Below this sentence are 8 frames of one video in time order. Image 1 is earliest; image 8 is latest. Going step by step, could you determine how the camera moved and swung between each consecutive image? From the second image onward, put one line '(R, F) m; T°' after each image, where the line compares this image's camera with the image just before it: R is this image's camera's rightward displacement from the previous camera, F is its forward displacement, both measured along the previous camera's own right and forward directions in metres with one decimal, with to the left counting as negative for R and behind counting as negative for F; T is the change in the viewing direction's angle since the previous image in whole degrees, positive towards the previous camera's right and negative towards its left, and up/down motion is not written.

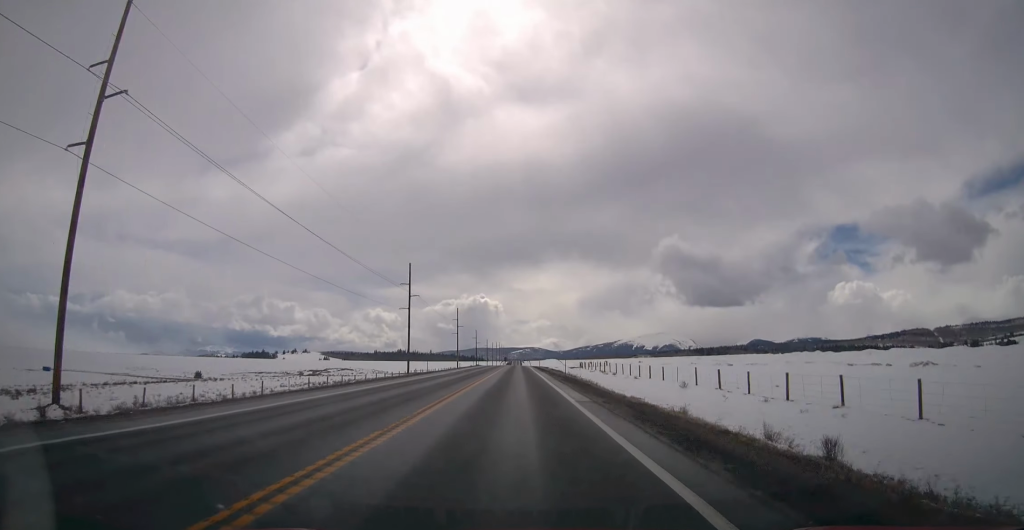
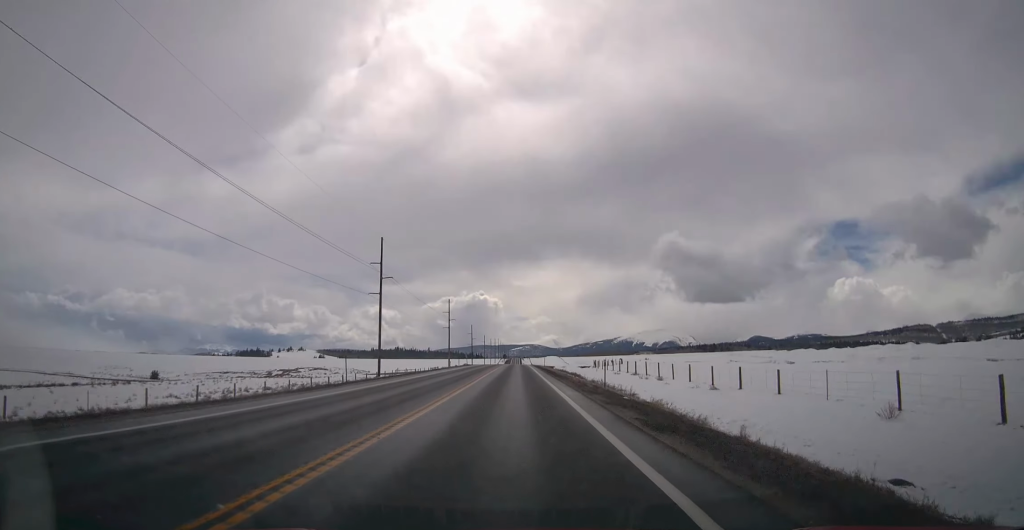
(+0.4, +23.3) m; 0°
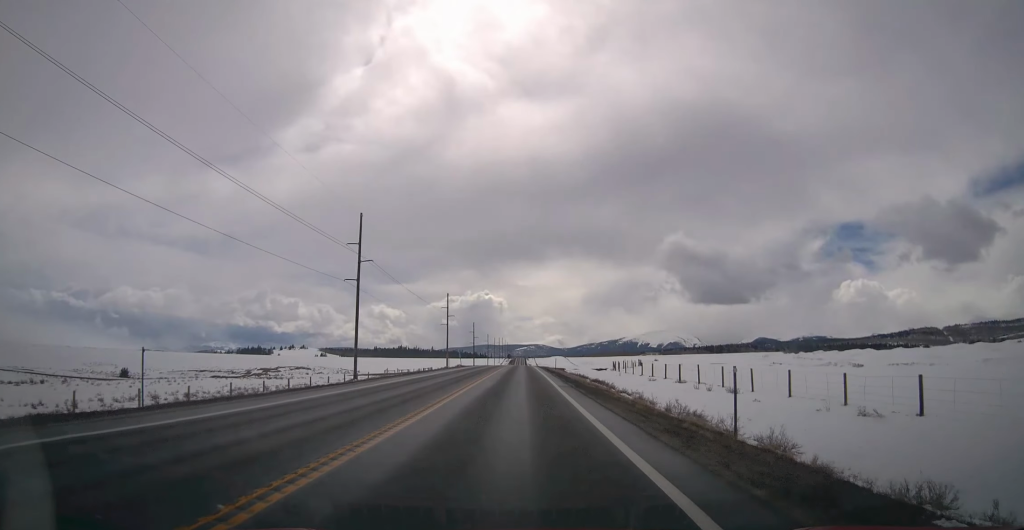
(0.0, +16.5) m; 0°
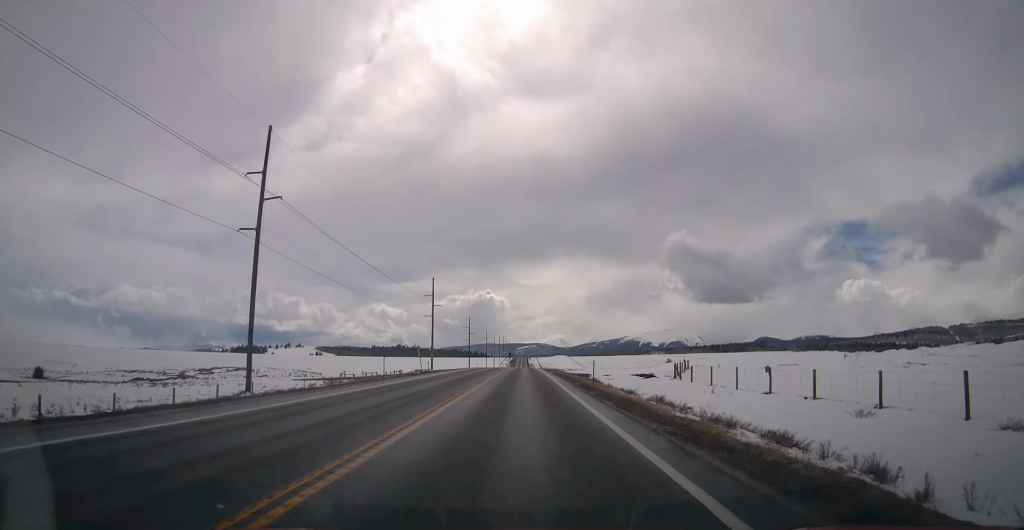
(-0.6, +30.7) m; -1°
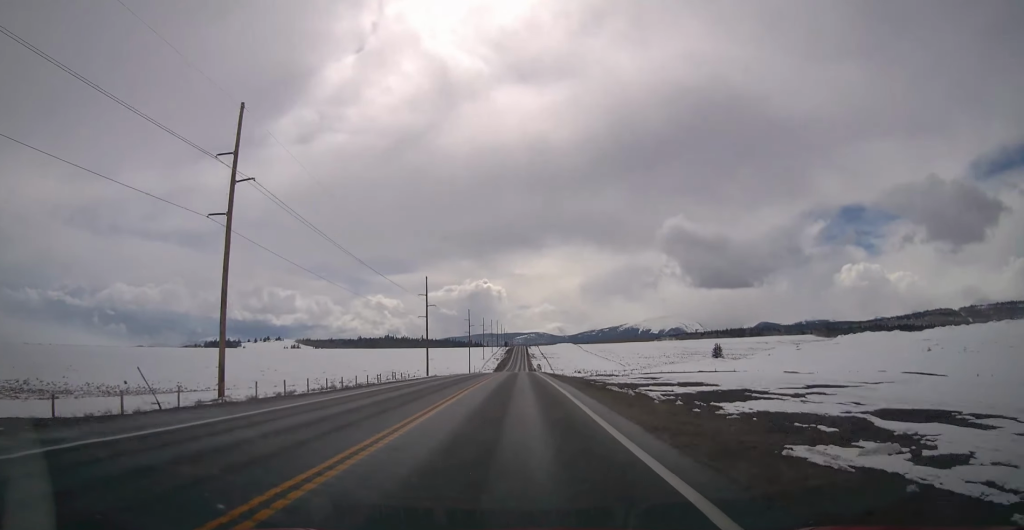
(+0.6, +96.5) m; +1°
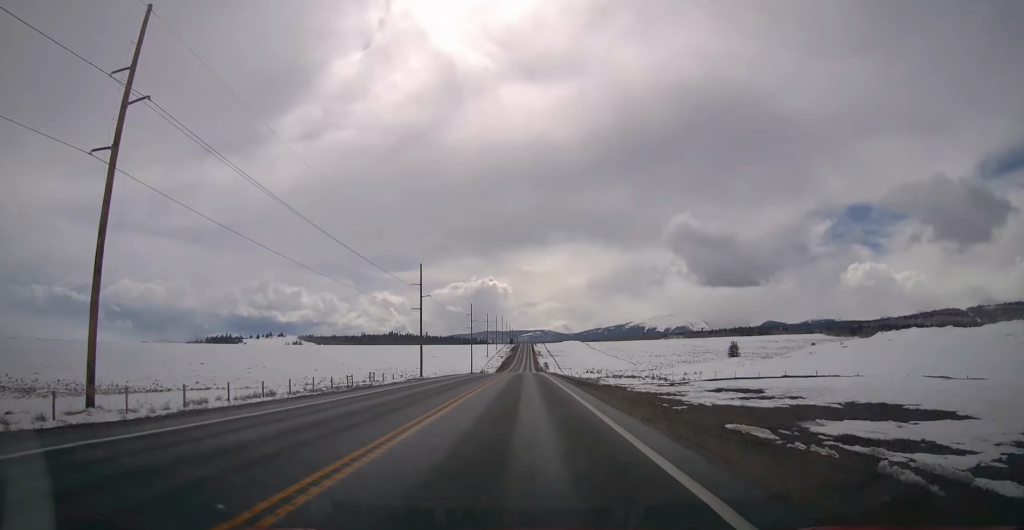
(+0.1, +14.8) m; 0°
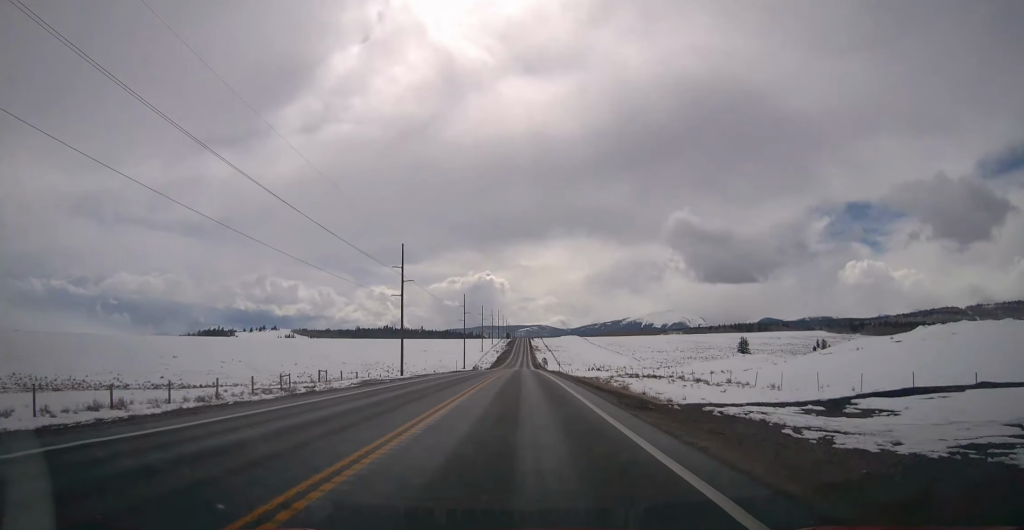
(-0.2, +15.2) m; -1°
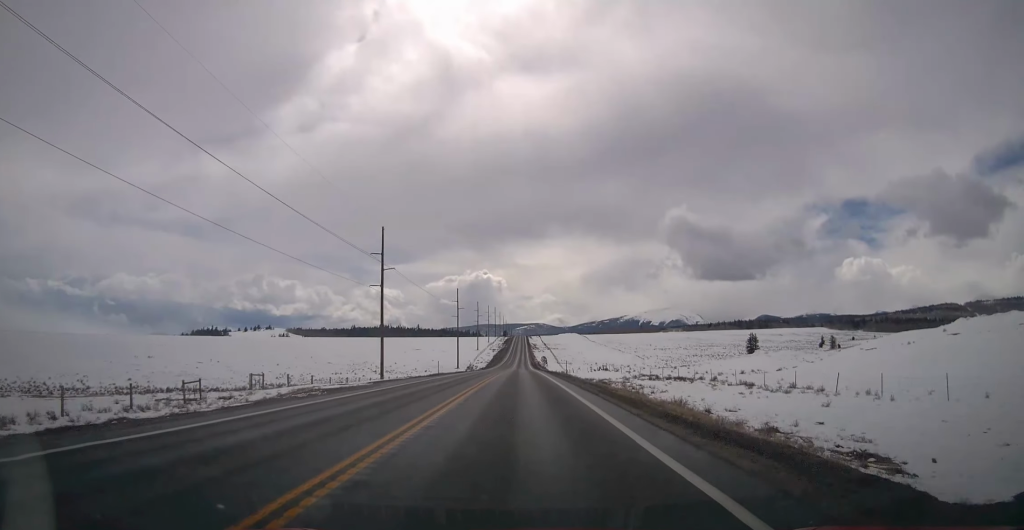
(-0.1, +14.6) m; 0°
